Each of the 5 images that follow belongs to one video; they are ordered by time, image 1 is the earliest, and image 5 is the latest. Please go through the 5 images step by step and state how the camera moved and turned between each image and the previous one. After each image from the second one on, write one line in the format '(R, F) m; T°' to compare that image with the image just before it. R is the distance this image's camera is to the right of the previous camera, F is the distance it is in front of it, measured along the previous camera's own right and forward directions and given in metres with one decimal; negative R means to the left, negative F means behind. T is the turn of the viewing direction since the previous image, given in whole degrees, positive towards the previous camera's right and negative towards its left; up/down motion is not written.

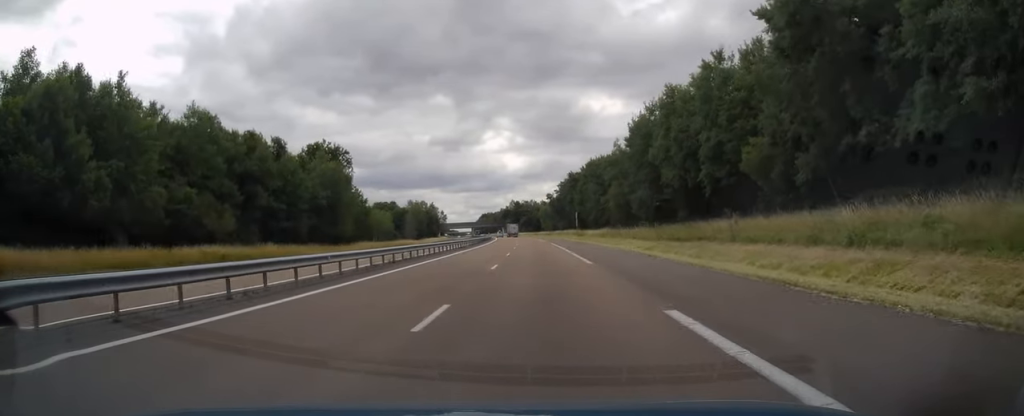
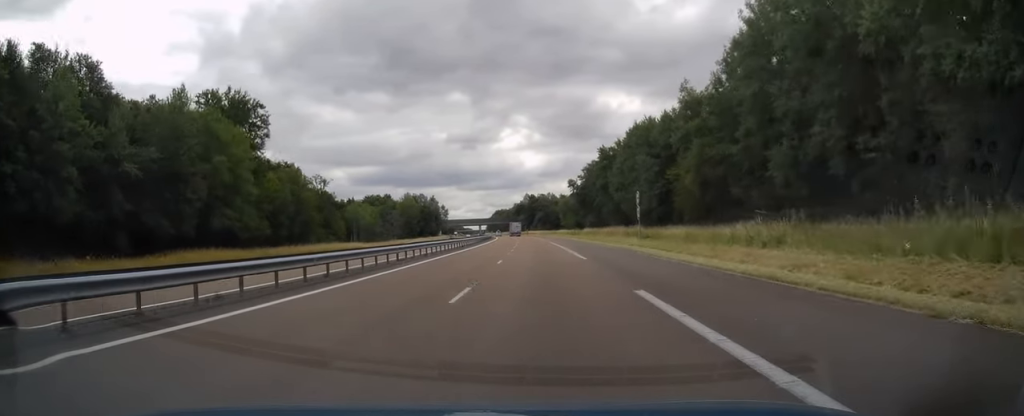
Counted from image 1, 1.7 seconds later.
(-0.5, +49.6) m; -1°
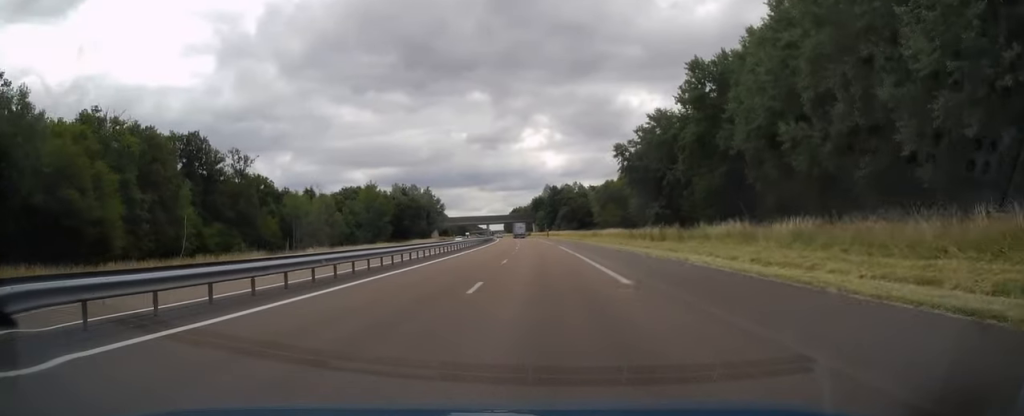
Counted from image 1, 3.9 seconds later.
(-1.2, +63.7) m; -2°
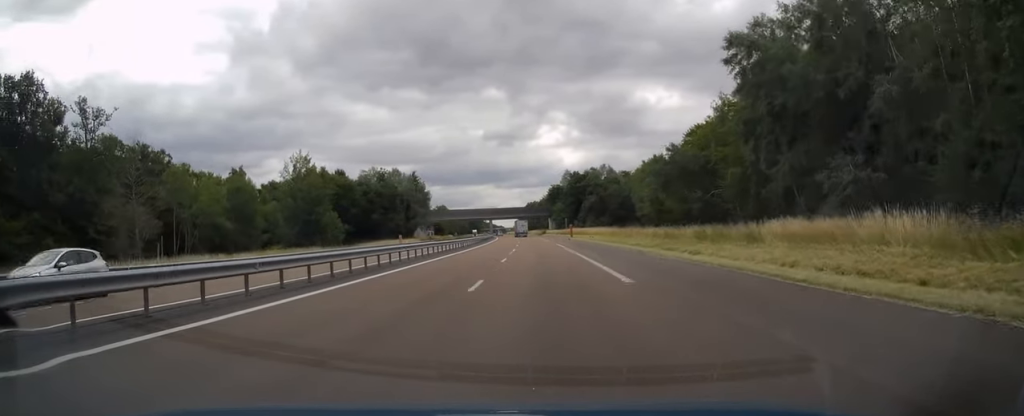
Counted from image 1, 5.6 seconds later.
(-0.6, +52.7) m; -2°
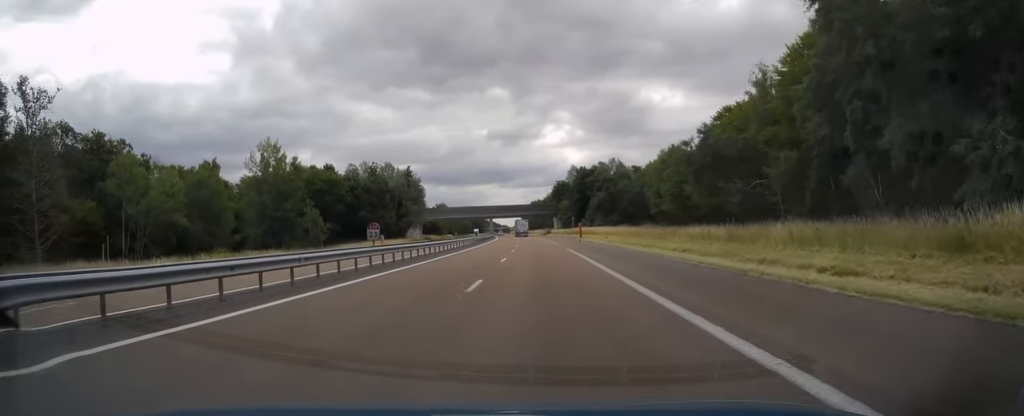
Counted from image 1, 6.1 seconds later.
(0.0, +13.3) m; 0°
